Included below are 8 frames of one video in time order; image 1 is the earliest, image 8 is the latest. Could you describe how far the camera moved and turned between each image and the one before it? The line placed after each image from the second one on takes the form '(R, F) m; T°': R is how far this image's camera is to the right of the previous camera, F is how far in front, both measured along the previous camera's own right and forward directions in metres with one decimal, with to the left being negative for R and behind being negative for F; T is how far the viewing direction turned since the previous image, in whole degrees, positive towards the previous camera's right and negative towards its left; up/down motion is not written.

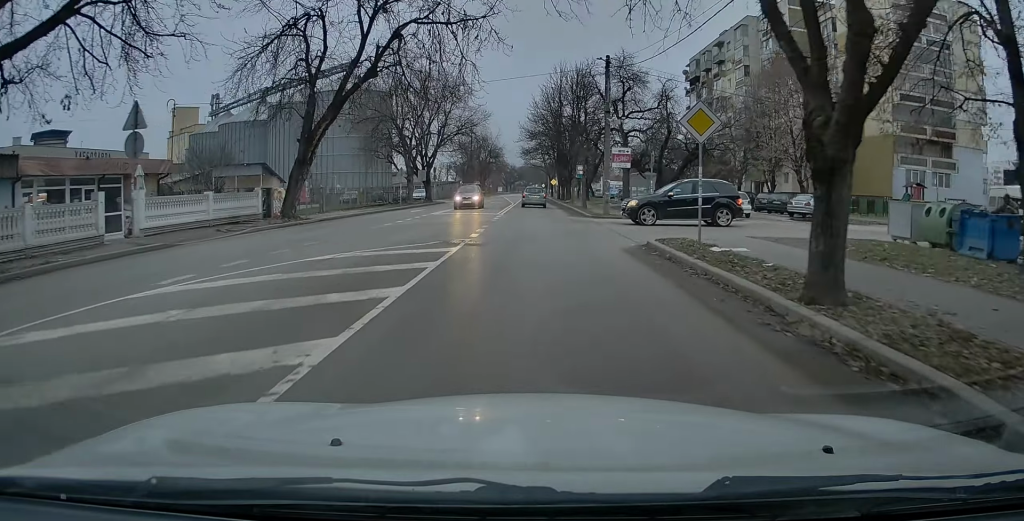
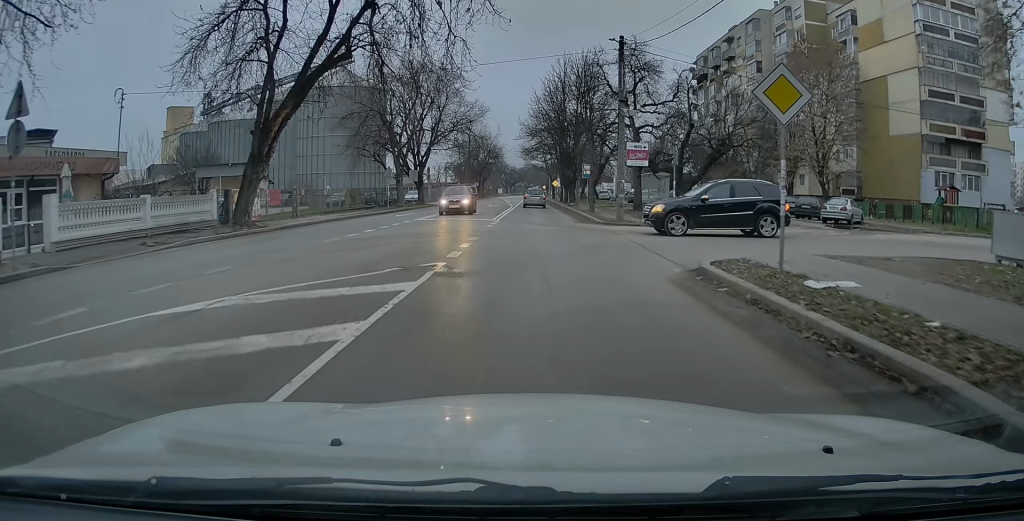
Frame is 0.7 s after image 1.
(+0.2, +4.7) m; +3°
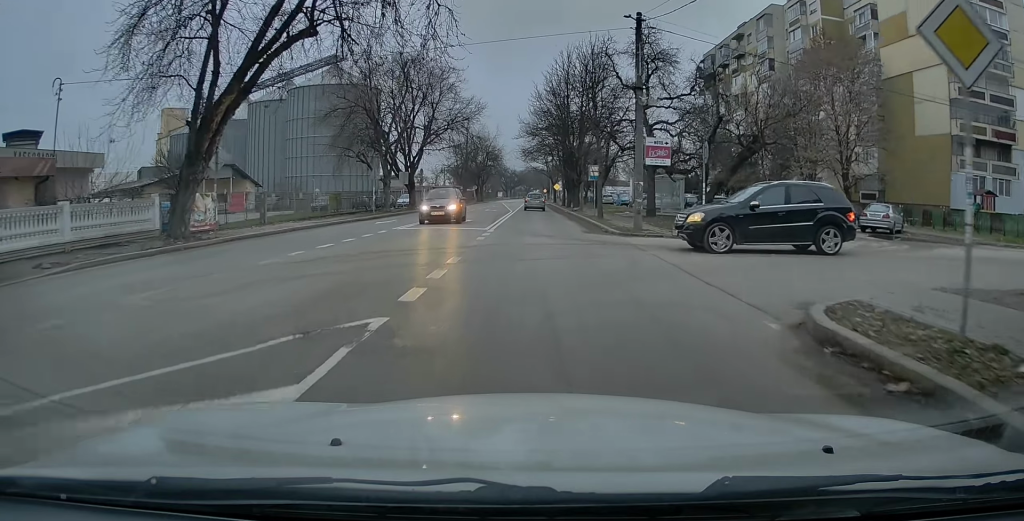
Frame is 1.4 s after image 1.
(+0.1, +4.6) m; +2°
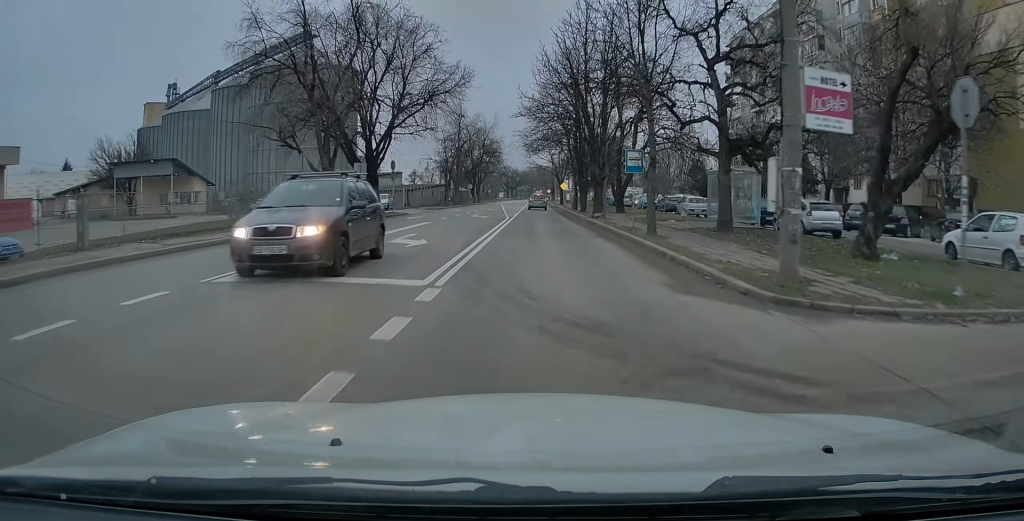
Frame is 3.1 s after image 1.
(-0.2, +13.4) m; 0°
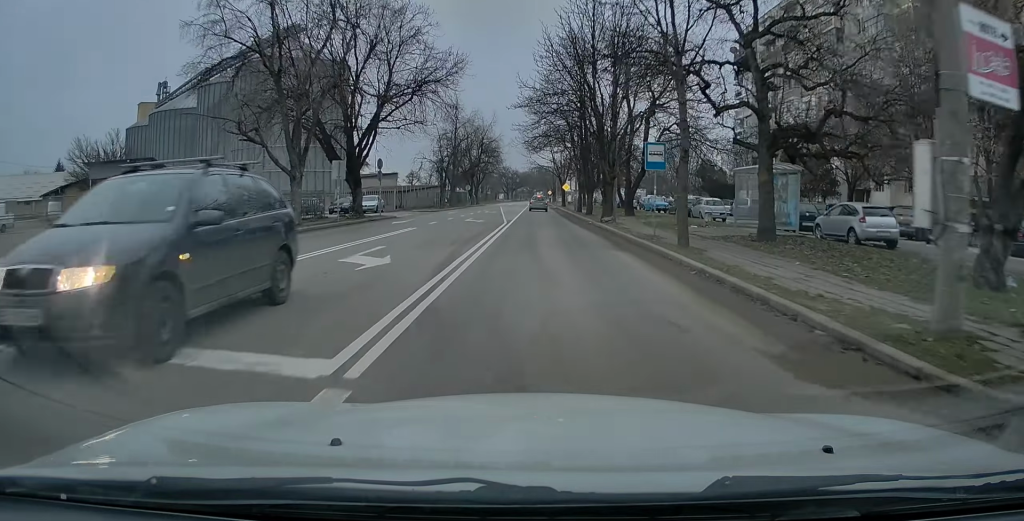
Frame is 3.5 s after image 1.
(+0.1, +4.3) m; 0°
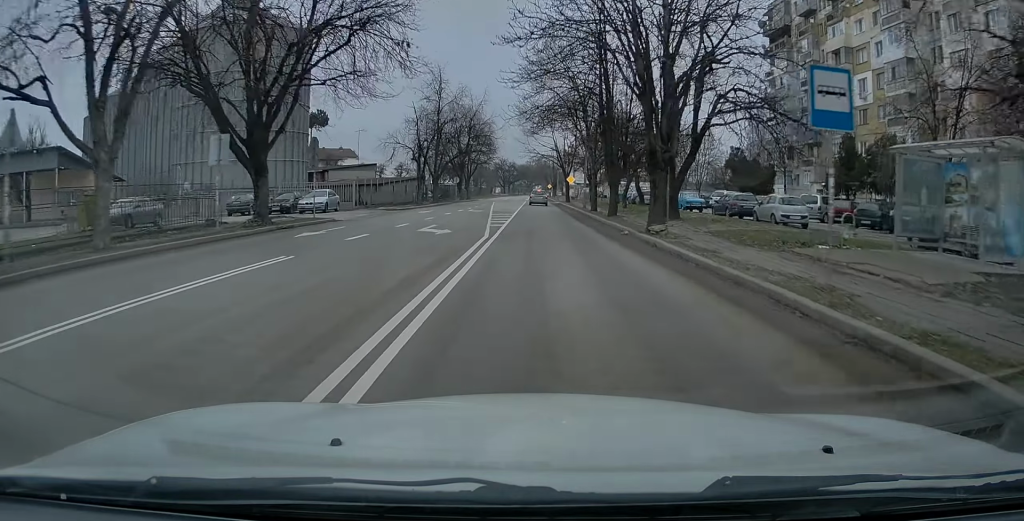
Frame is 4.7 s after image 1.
(0.0, +12.6) m; -1°
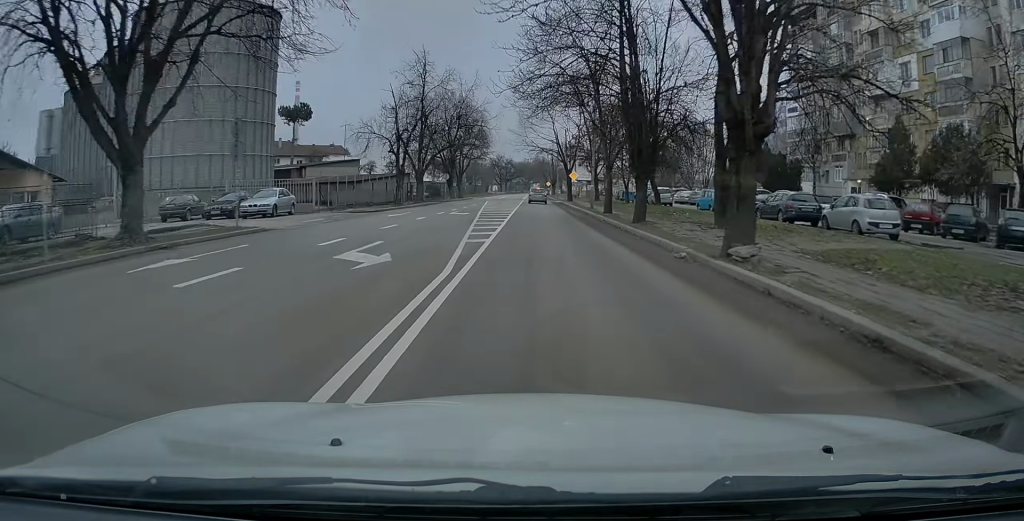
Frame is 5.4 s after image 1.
(-0.1, +8.0) m; -1°
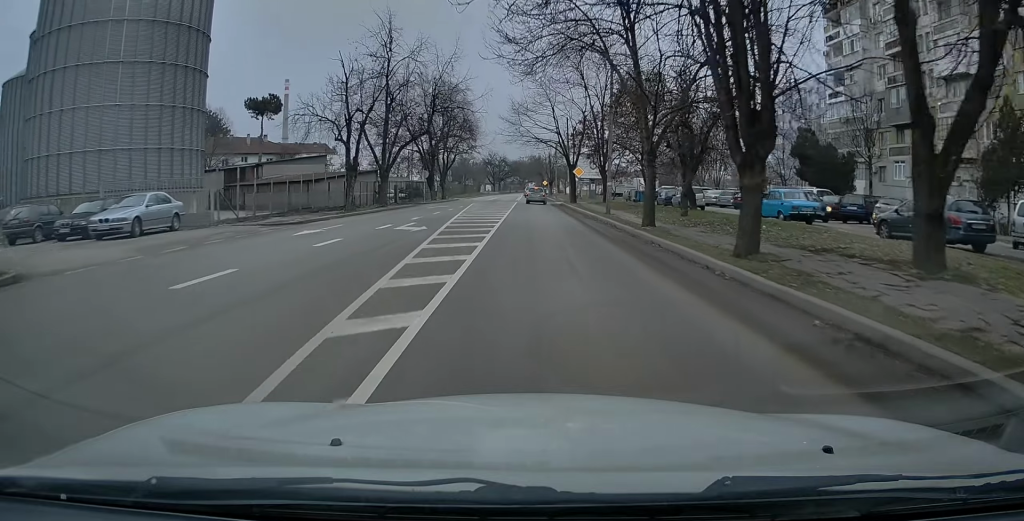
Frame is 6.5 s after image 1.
(0.0, +11.9) m; -1°
